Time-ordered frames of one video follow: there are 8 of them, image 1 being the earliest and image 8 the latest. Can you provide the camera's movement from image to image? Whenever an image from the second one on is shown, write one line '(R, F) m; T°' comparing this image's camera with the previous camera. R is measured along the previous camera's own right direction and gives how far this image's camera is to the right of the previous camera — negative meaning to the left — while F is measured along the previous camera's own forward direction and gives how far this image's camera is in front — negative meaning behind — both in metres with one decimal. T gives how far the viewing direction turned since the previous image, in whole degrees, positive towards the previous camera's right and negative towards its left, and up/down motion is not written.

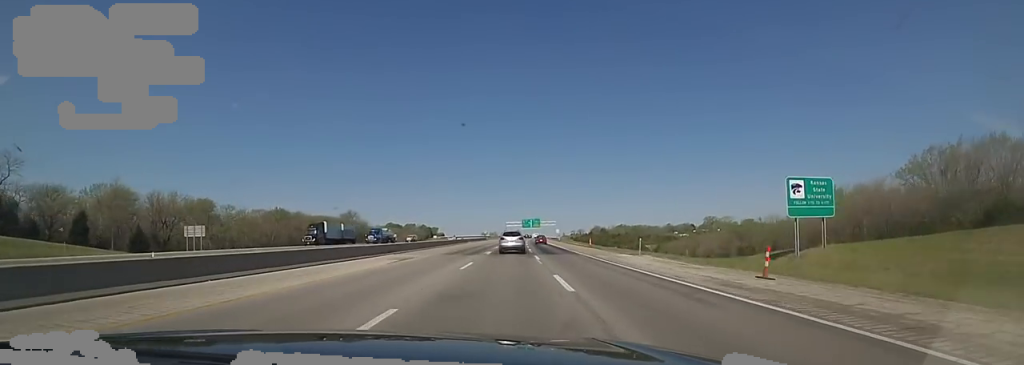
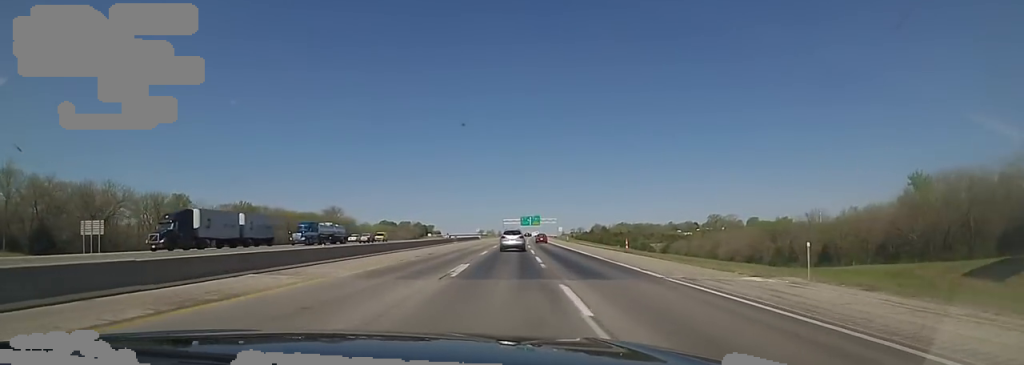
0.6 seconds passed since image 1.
(+0.7, +18.8) m; 0°
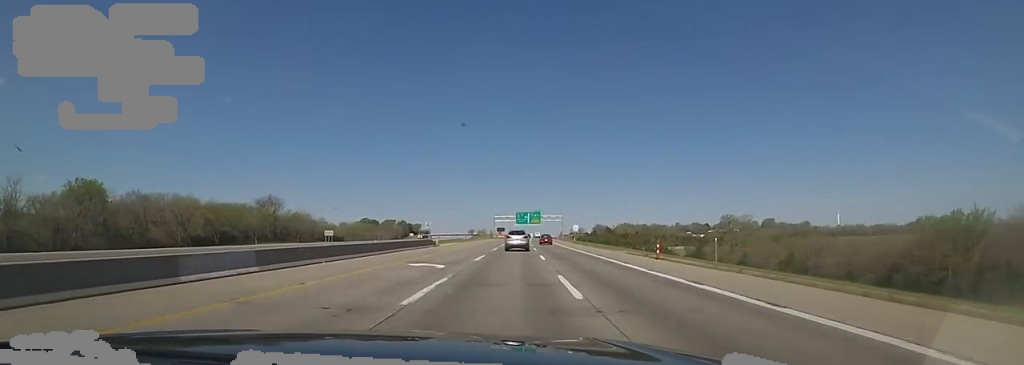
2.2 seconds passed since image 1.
(-0.6, +53.0) m; +1°
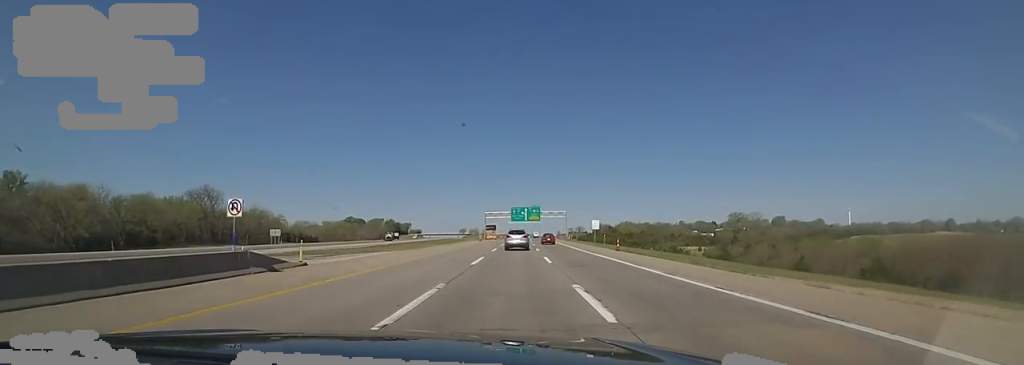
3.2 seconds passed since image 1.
(+1.2, +33.2) m; +2°
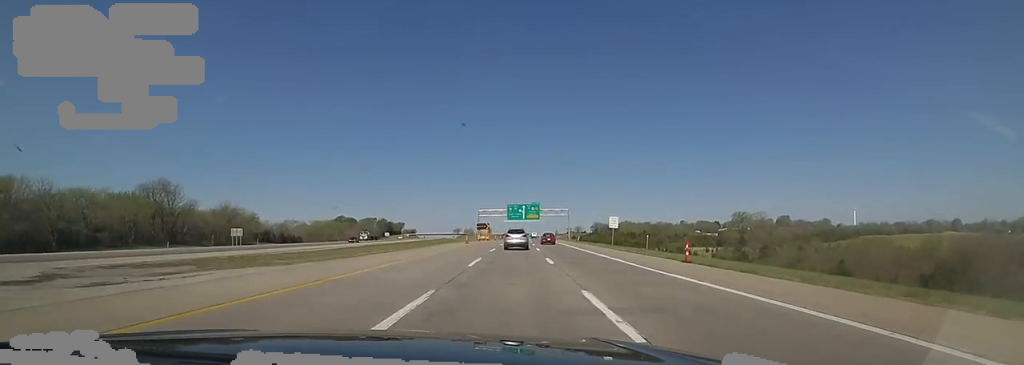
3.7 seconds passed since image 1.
(-0.1, +16.7) m; 0°
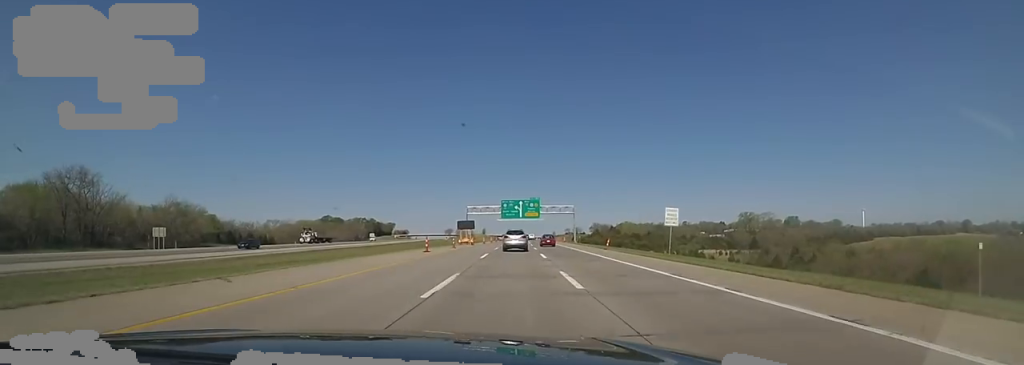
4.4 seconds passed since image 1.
(0.0, +24.4) m; 0°
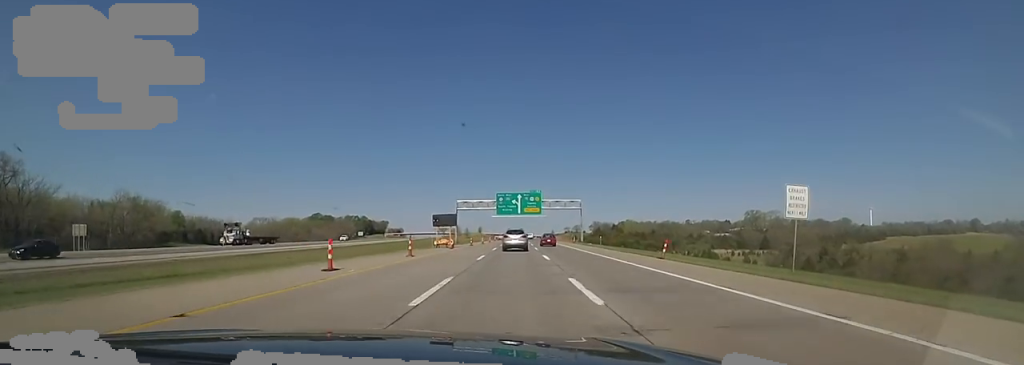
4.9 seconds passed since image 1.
(0.0, +17.8) m; 0°
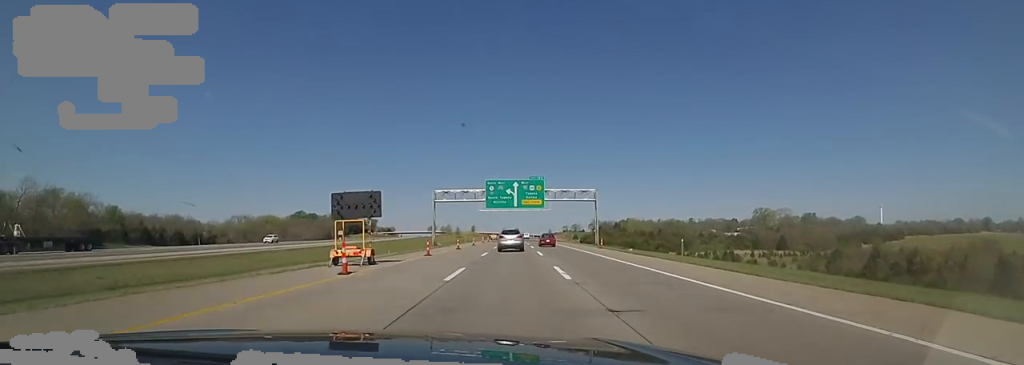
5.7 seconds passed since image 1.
(+0.2, +25.4) m; 0°
